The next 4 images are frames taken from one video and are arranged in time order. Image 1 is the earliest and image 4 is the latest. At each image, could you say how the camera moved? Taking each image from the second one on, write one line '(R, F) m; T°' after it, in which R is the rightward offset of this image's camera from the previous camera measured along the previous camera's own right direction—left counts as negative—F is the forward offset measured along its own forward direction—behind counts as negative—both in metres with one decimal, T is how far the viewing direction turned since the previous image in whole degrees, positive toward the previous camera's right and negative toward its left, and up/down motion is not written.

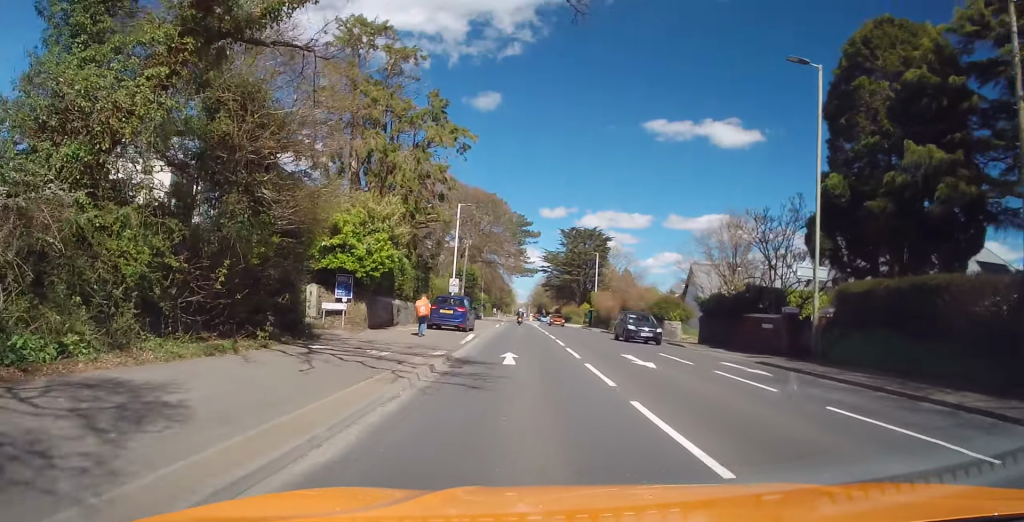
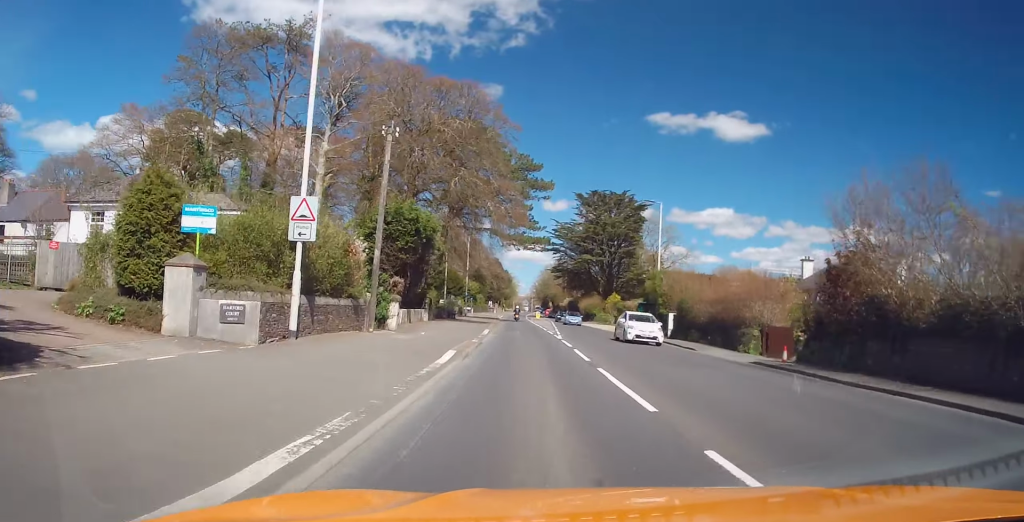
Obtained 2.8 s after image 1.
(+1.5, +38.3) m; +2°
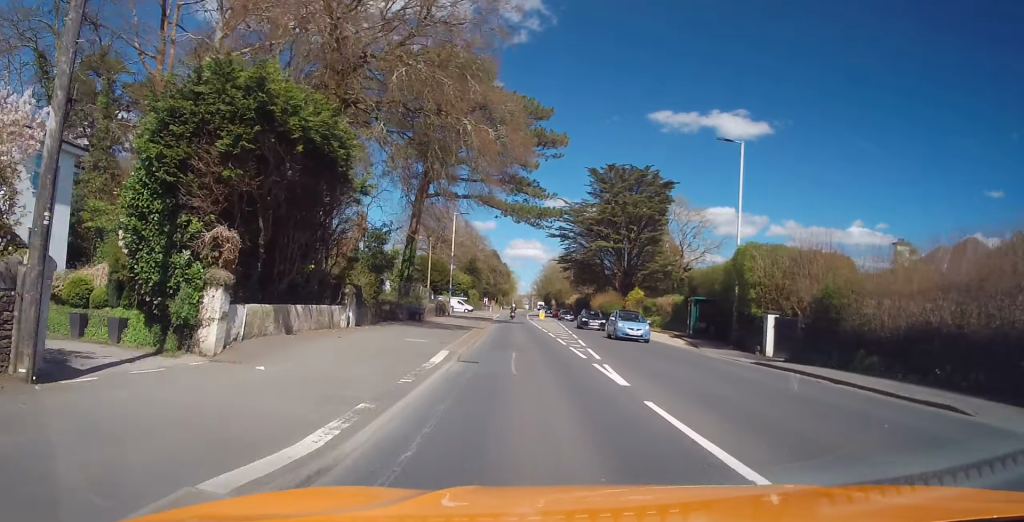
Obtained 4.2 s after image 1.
(+0.1, +18.0) m; 0°
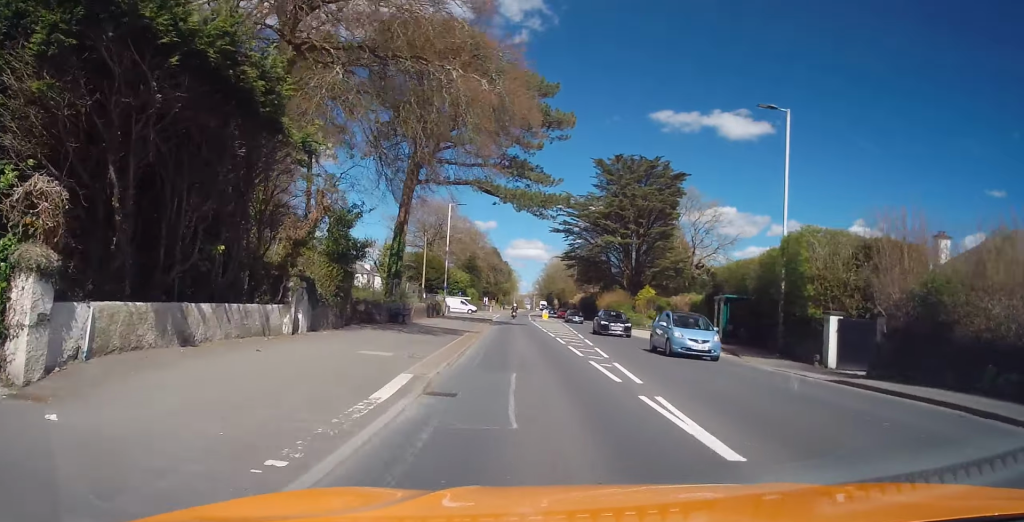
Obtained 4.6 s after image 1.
(-0.1, +5.5) m; 0°
